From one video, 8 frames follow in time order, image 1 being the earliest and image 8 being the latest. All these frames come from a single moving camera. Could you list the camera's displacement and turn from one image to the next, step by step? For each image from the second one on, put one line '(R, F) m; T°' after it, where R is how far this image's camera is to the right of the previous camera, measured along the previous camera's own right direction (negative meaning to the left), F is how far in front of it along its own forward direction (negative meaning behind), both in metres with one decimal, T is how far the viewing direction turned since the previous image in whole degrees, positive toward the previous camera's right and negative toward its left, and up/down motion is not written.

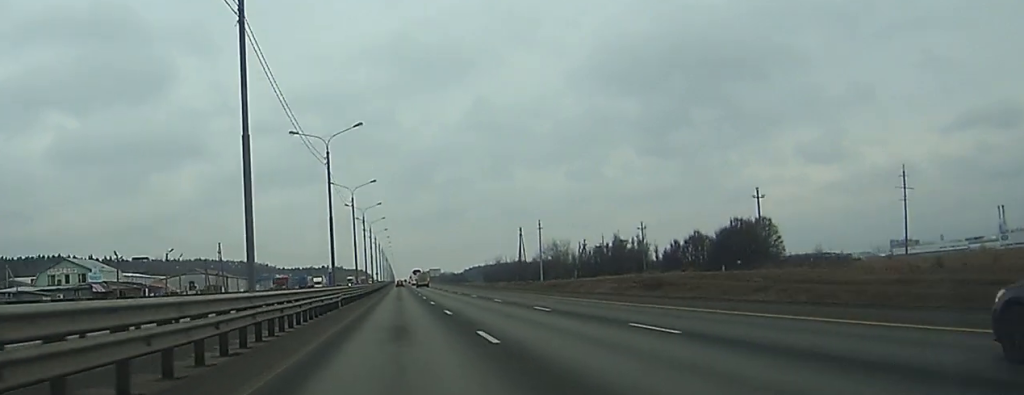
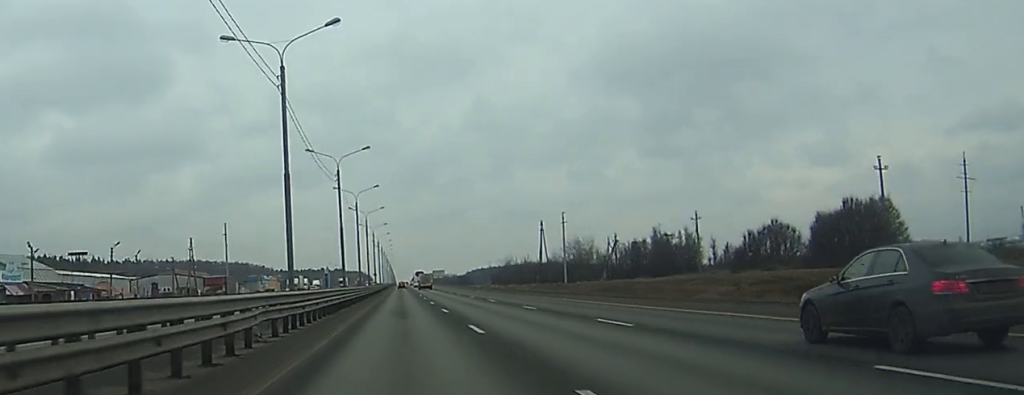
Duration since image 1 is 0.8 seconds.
(0.0, +27.4) m; 0°
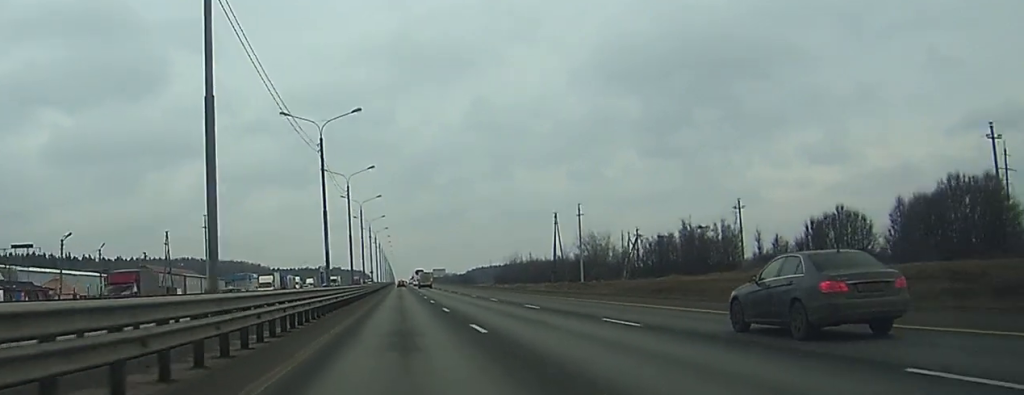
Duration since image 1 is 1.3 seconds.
(0.0, +16.5) m; 0°
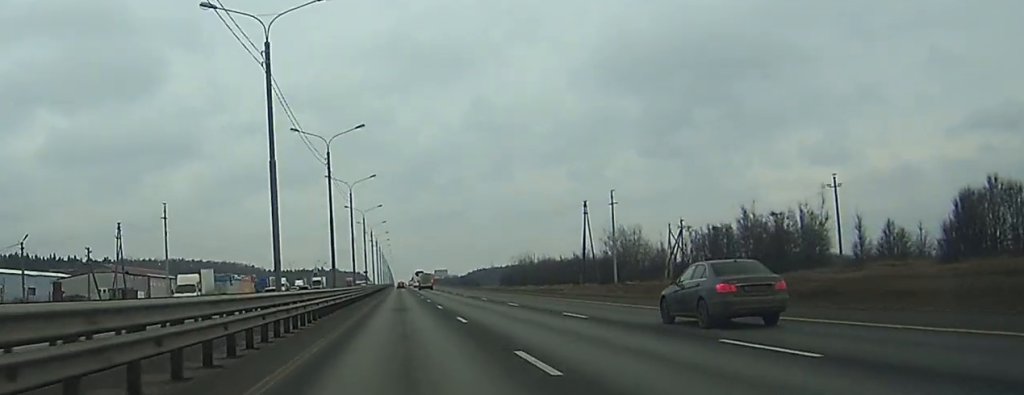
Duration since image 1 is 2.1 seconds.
(+0.1, +25.4) m; 0°
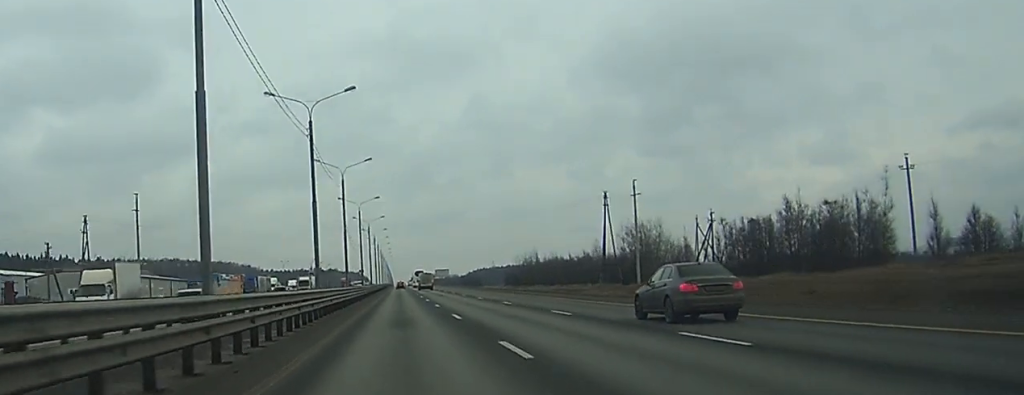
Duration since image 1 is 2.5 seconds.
(0.0, +13.3) m; 0°
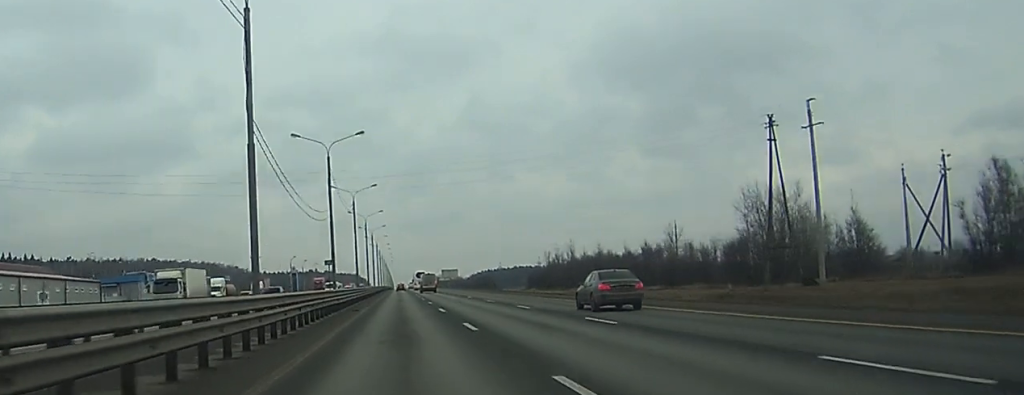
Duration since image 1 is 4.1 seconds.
(+0.2, +54.5) m; 0°
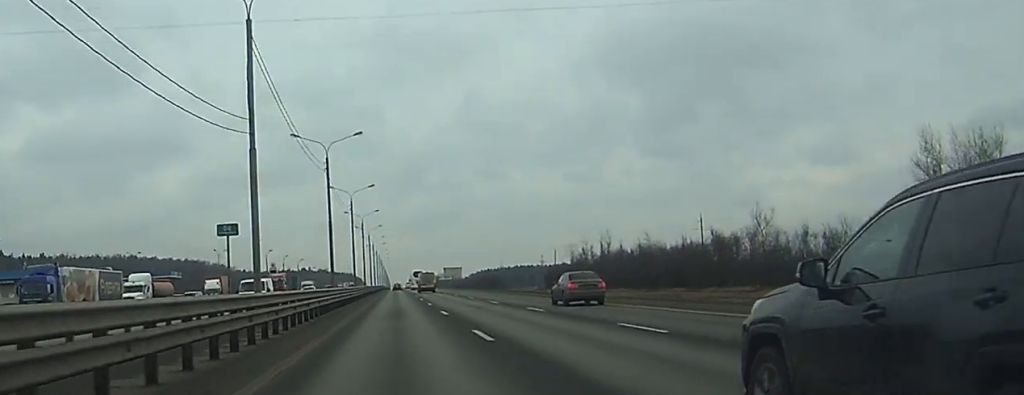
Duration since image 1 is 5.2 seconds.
(+0.1, +36.7) m; 0°
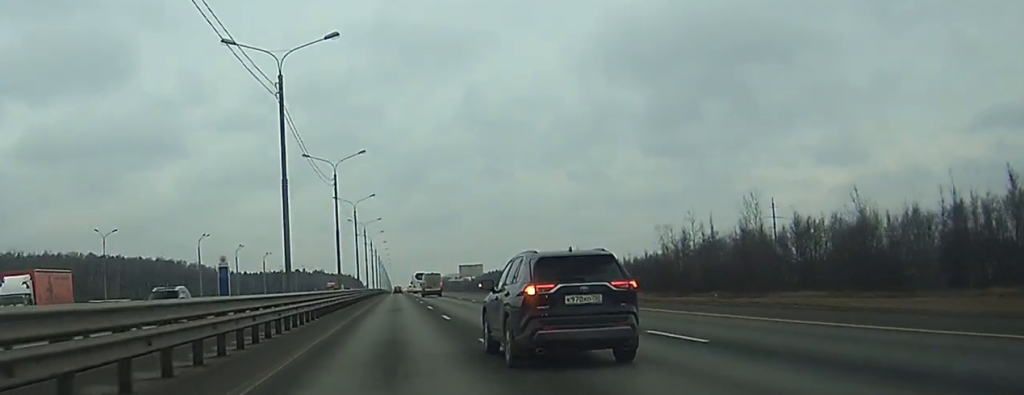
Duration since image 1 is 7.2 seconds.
(0.0, +66.5) m; 0°
